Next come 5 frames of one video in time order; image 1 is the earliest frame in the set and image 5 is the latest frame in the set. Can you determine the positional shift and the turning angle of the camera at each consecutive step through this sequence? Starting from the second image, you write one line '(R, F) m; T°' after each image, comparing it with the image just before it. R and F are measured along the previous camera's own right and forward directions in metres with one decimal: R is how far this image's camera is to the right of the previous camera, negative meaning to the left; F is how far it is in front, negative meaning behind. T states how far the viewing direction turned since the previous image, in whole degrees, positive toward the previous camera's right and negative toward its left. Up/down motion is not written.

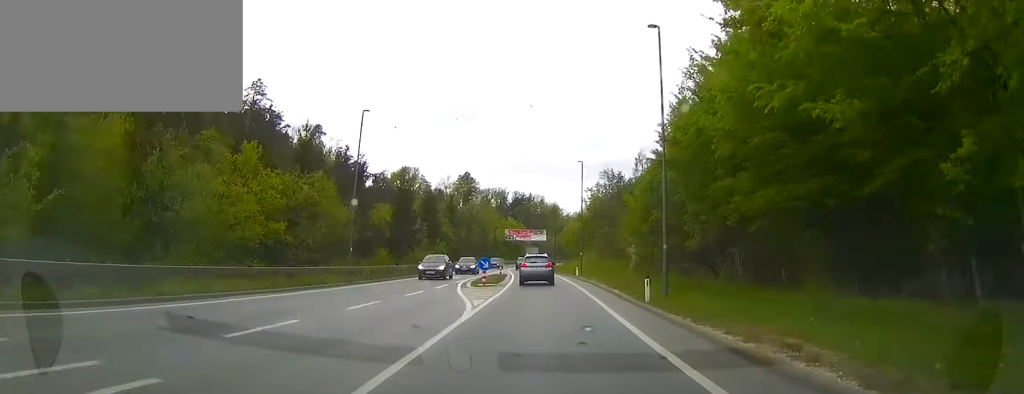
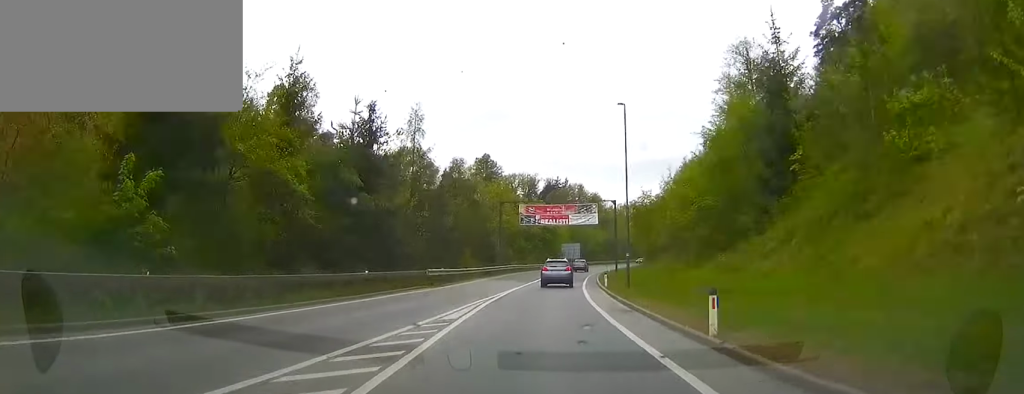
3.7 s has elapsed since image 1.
(-0.7, +54.8) m; 0°
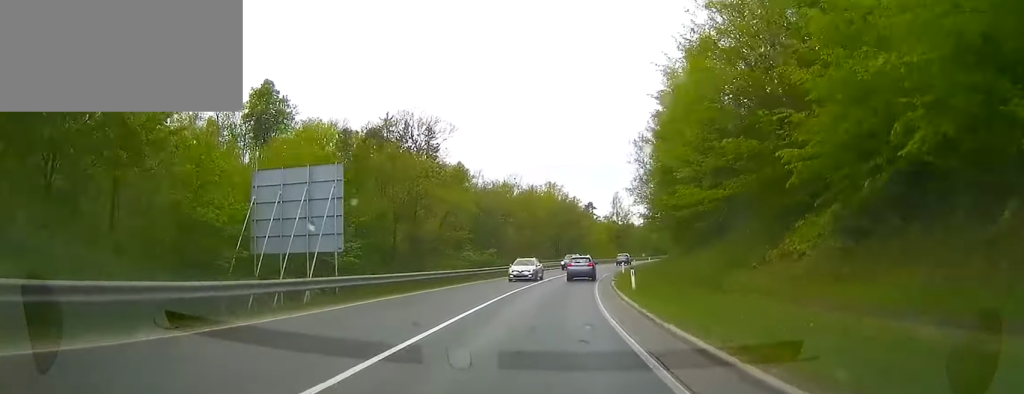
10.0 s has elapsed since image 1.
(+5.5, +97.8) m; +10°
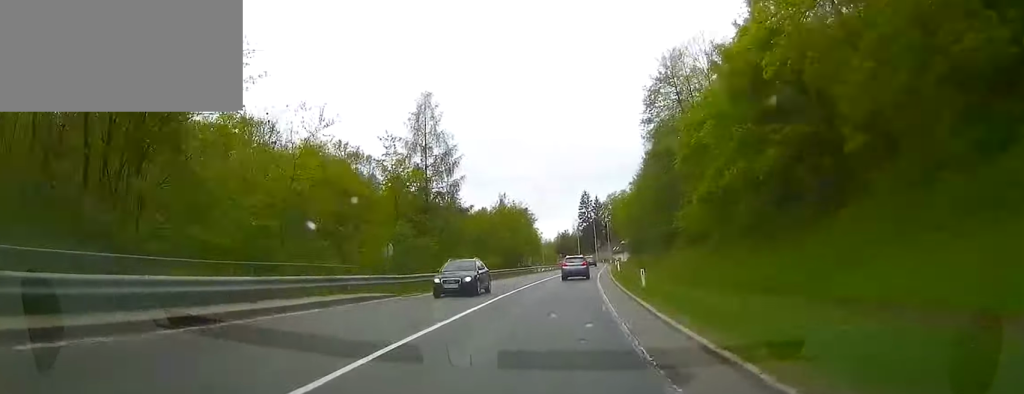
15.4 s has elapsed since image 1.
(+13.0, +86.0) m; +16°
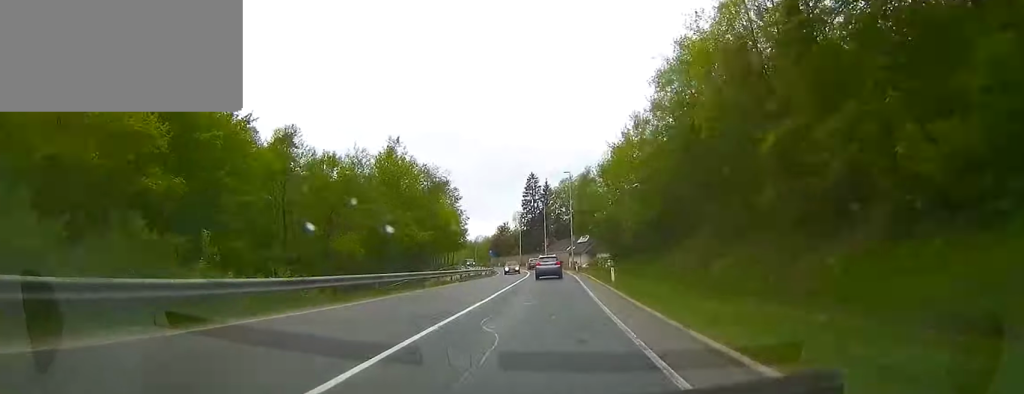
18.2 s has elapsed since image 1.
(+2.6, +45.3) m; +4°
